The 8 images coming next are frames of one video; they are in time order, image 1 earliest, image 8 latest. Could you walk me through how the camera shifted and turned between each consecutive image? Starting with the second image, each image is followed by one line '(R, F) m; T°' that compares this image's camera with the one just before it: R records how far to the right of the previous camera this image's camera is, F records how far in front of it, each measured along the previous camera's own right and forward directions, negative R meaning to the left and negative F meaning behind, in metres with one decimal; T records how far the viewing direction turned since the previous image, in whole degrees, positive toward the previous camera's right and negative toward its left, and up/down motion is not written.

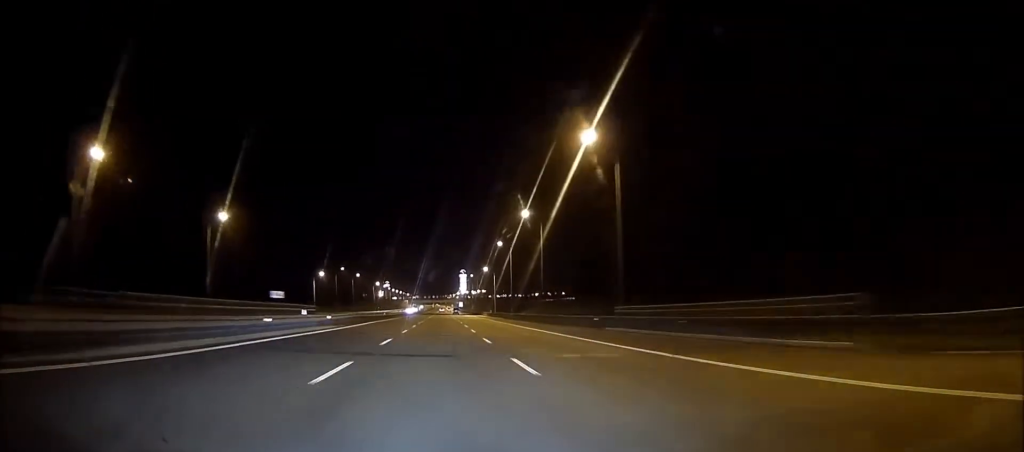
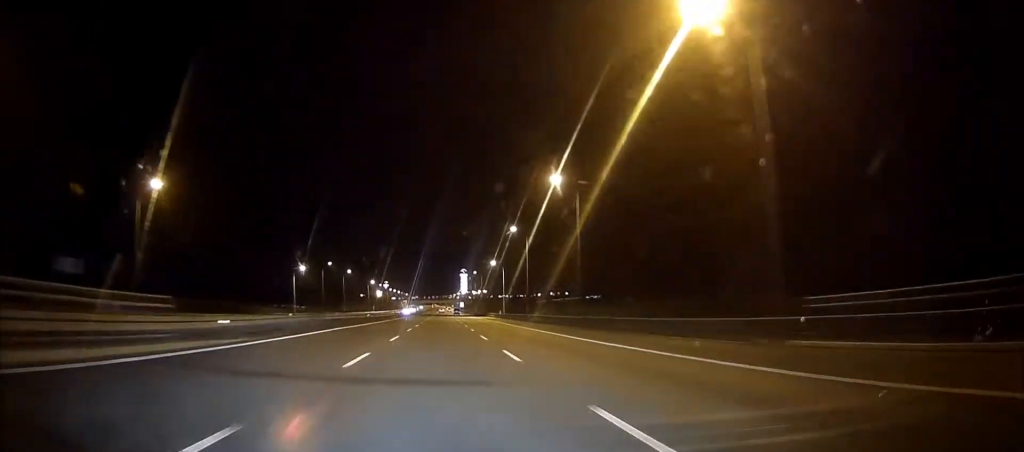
(0.0, +21.0) m; 0°
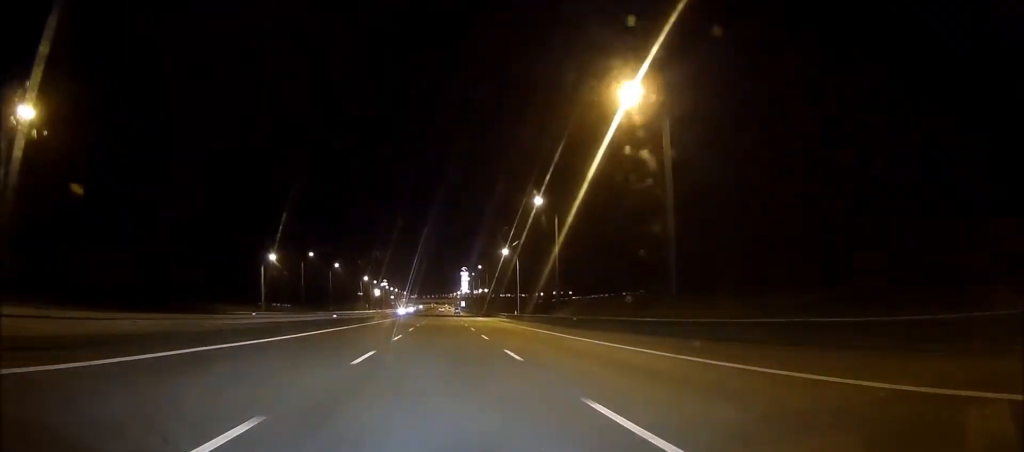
(+0.1, +23.6) m; 0°
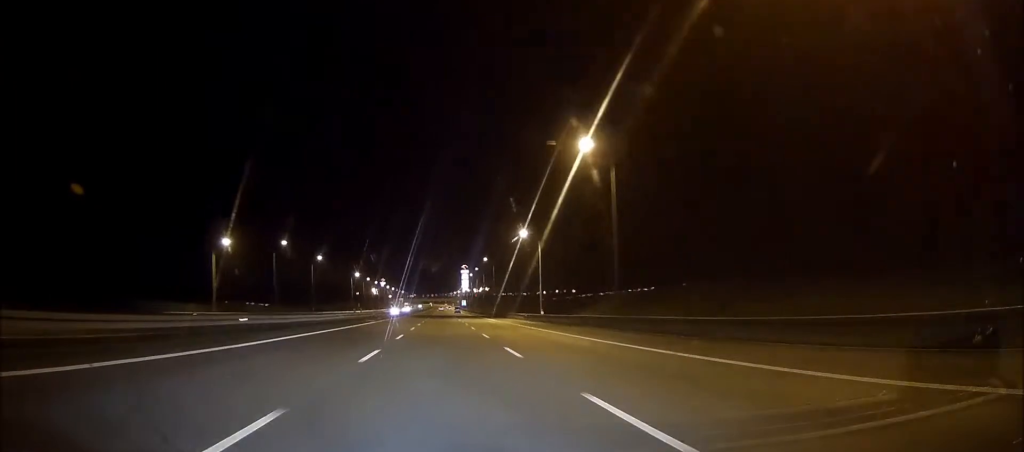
(-0.1, +23.7) m; 0°
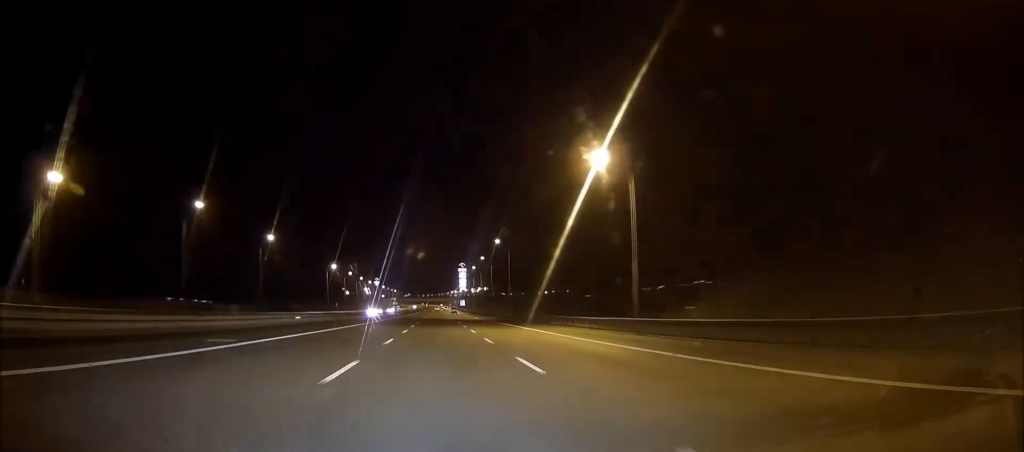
(-0.1, +41.0) m; 0°
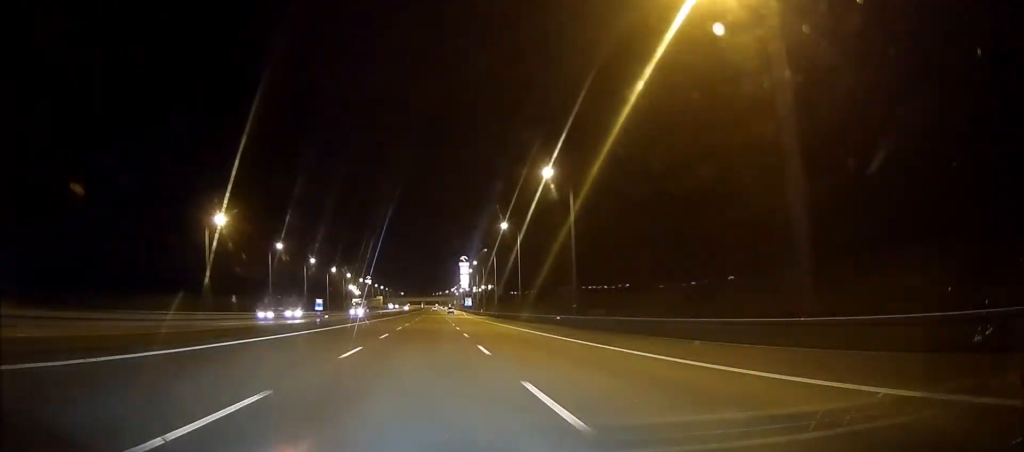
(0.0, +91.6) m; 0°
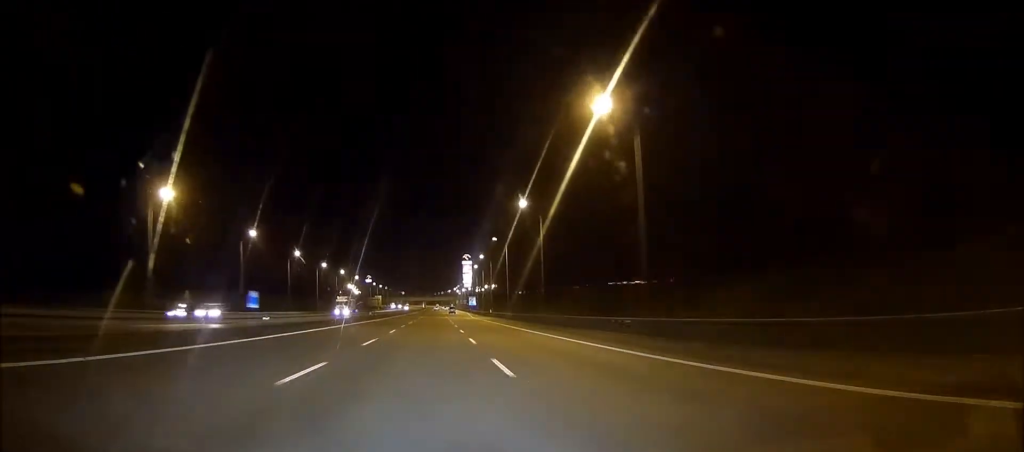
(0.0, +18.6) m; 0°
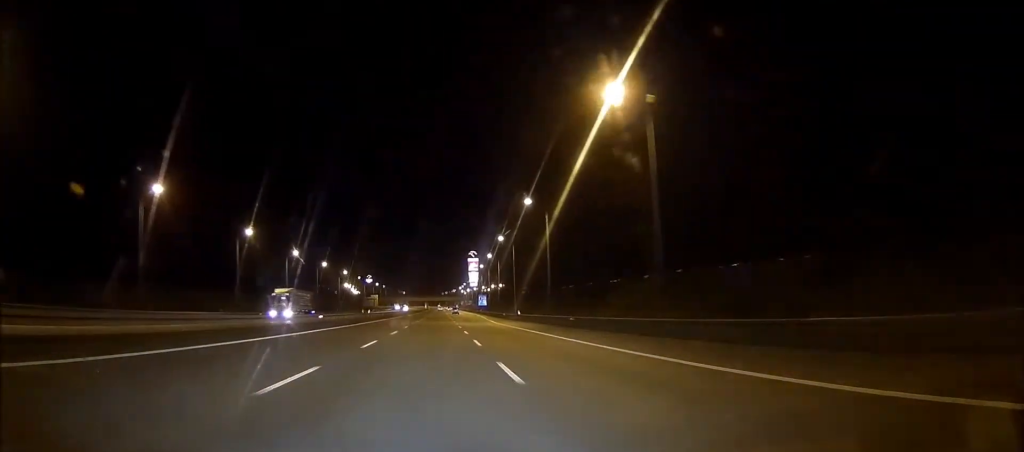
(0.0, +37.2) m; 0°
